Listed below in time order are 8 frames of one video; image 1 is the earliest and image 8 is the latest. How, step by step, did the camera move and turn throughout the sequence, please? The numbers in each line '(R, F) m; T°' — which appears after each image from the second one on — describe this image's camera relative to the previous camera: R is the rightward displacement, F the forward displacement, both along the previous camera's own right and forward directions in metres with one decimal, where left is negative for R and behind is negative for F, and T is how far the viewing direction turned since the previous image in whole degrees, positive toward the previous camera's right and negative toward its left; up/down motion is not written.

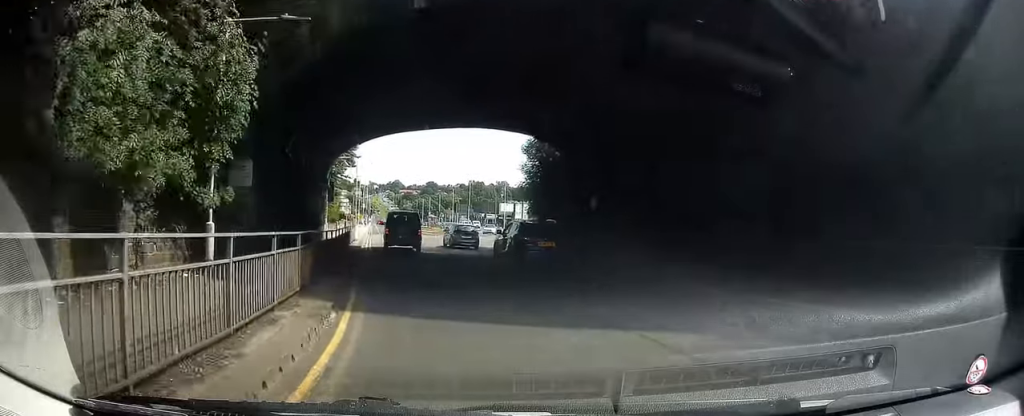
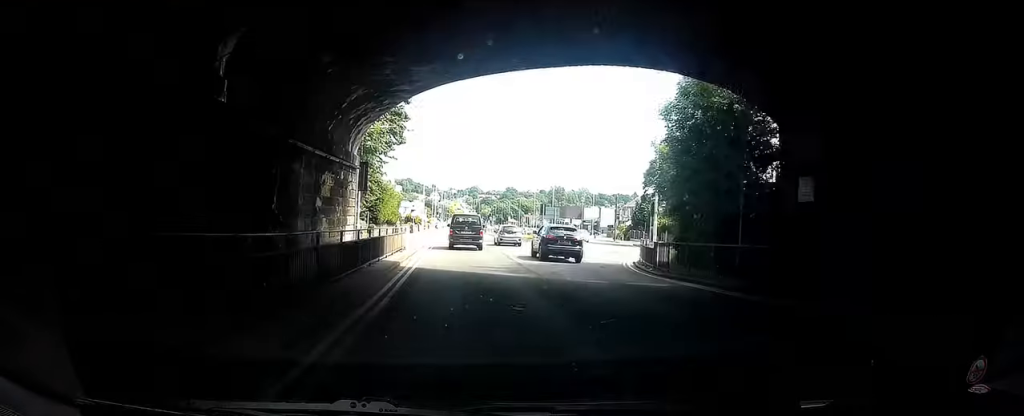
(-0.1, +7.8) m; 0°
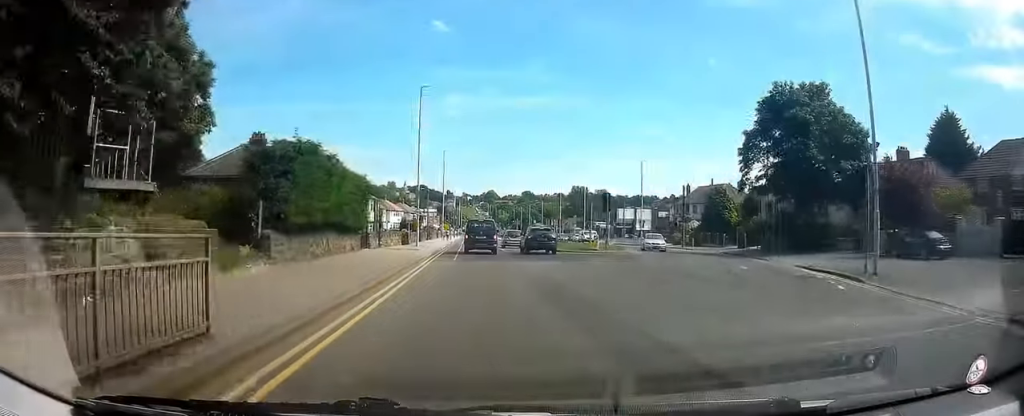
(-0.5, +15.8) m; -10°
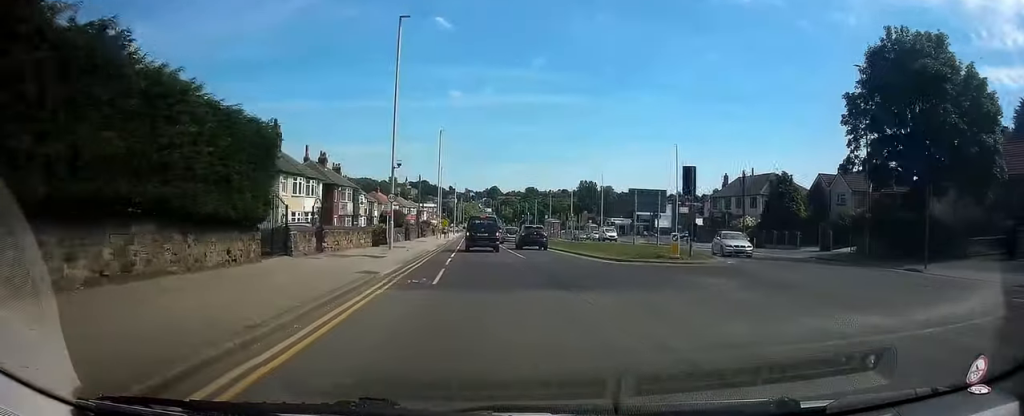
(-1.3, +12.6) m; -7°
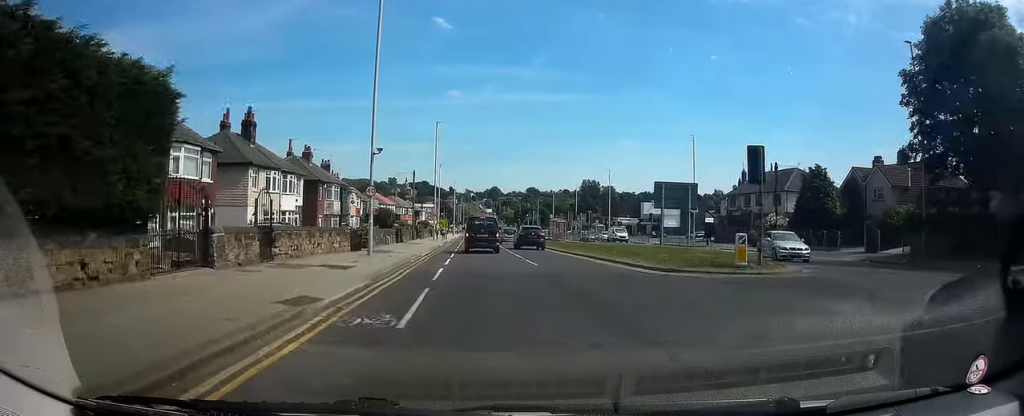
(0.0, +6.0) m; +2°
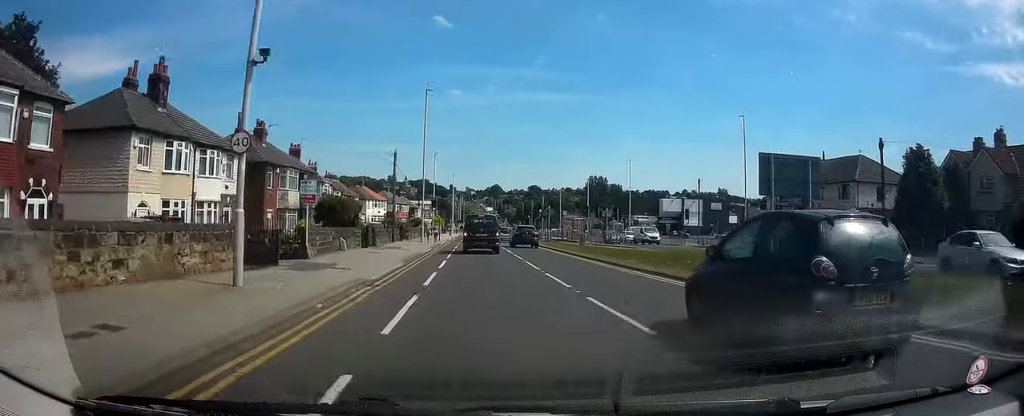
(+0.6, +14.3) m; +3°
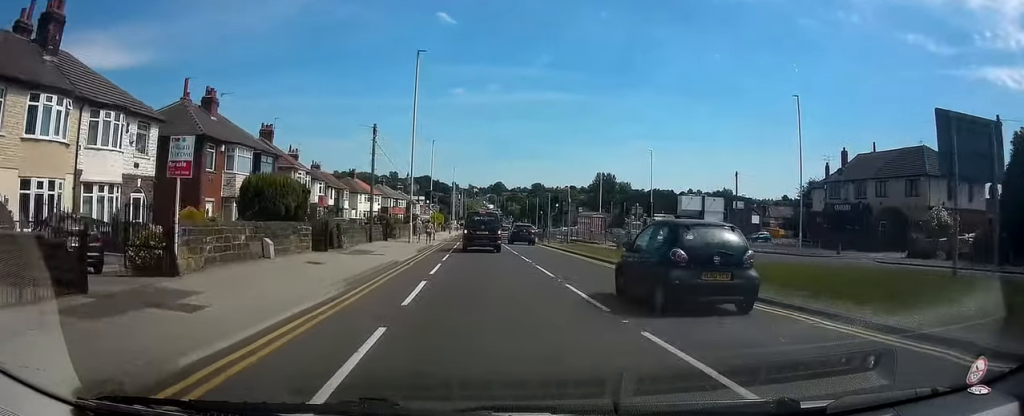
(+0.2, +11.0) m; 0°
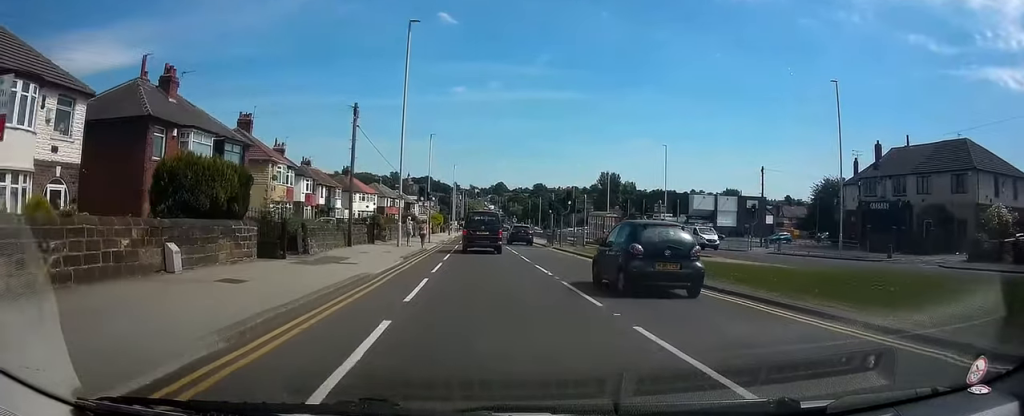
(-0.4, +6.4) m; -1°
